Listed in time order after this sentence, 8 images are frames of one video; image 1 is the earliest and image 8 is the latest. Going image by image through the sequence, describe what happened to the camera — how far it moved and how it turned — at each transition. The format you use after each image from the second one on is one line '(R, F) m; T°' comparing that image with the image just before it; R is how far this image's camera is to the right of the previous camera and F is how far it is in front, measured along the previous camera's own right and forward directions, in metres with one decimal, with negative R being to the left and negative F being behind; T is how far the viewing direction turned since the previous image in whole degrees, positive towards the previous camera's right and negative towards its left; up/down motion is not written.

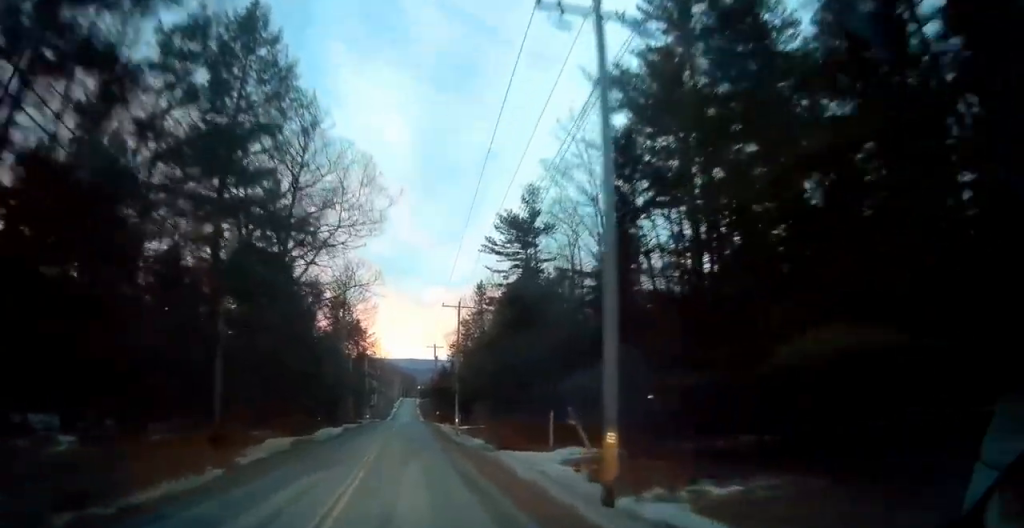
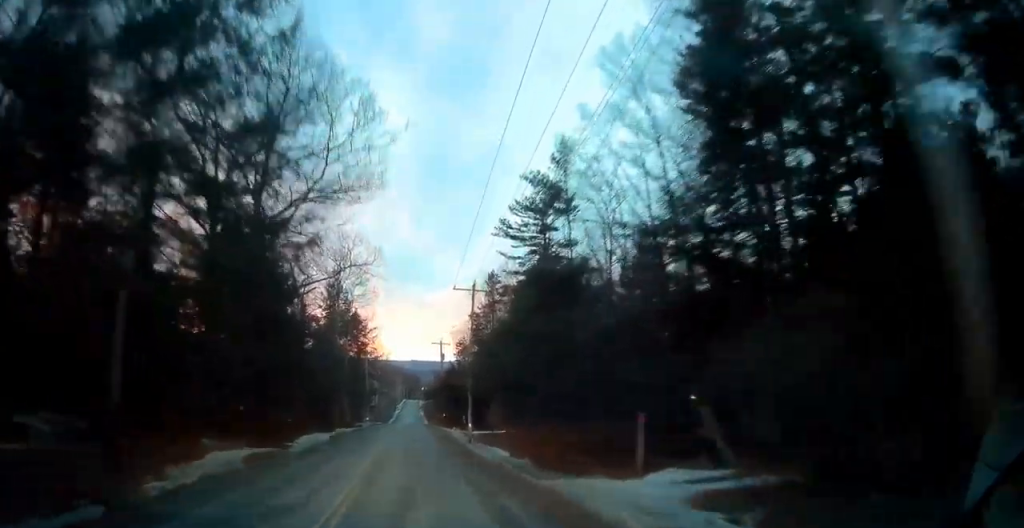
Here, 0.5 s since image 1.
(0.0, +8.5) m; -2°
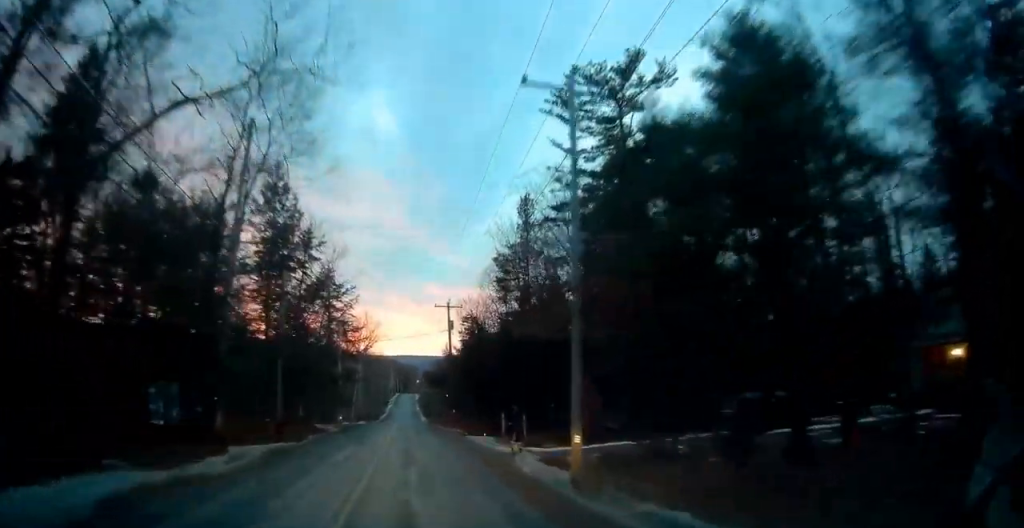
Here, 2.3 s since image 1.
(-0.2, +28.5) m; +2°
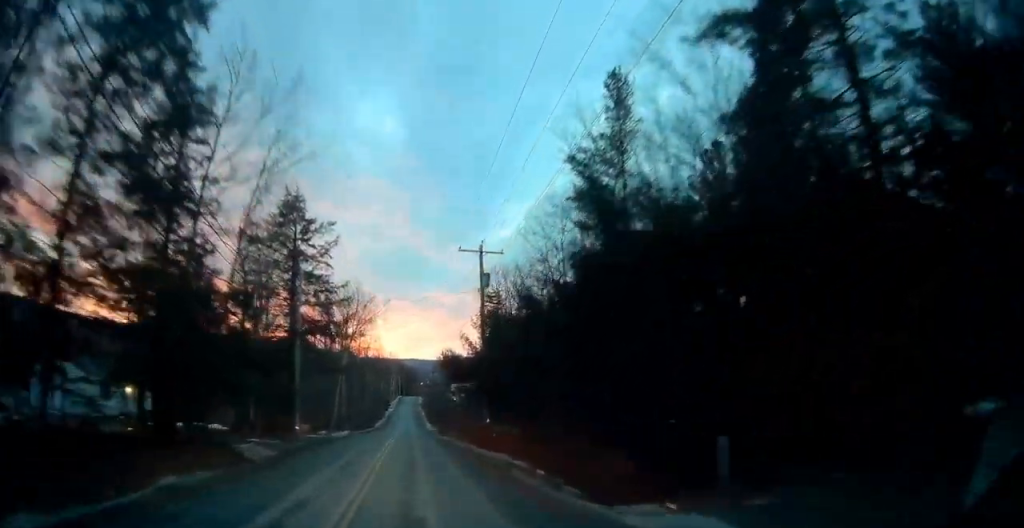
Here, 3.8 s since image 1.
(+0.4, +24.2) m; +1°
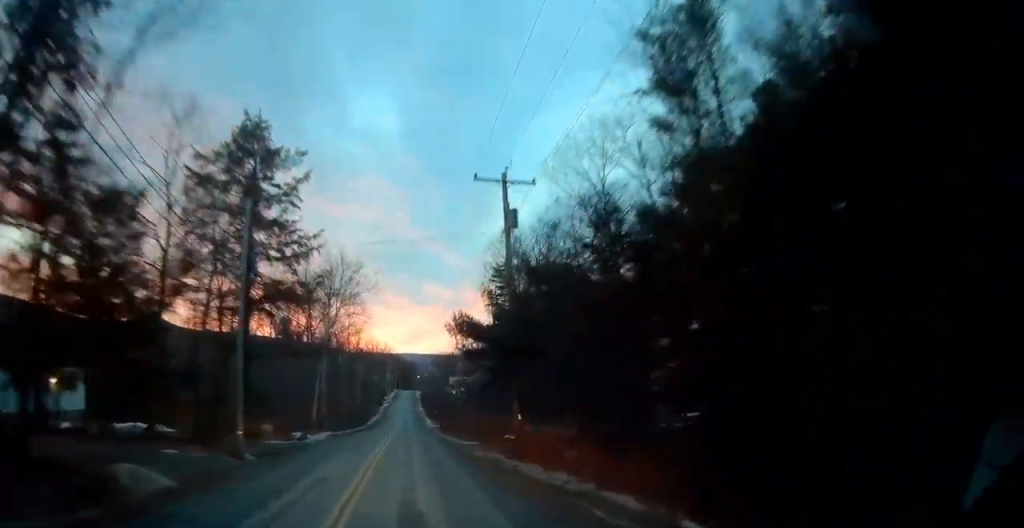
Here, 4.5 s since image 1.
(+0.1, +11.5) m; -1°
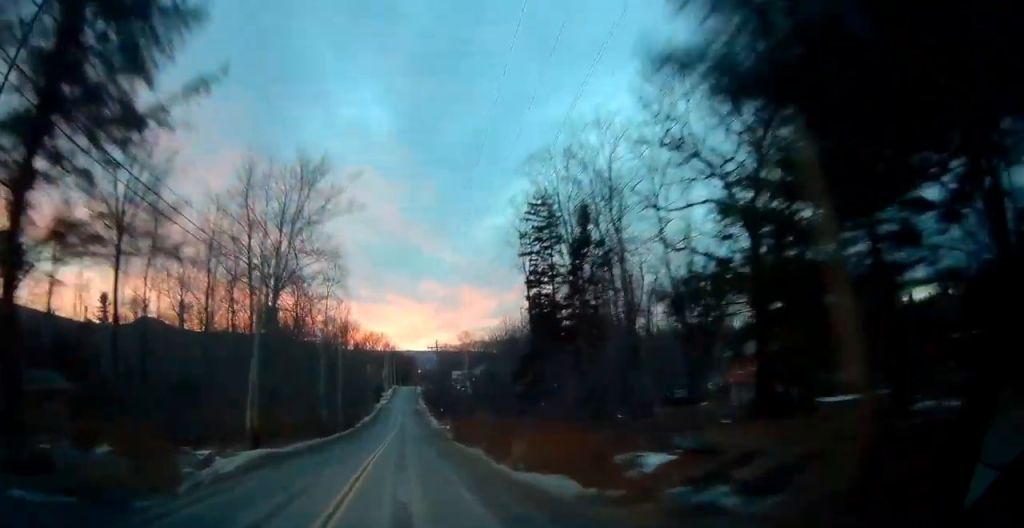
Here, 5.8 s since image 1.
(-0.3, +21.1) m; -1°
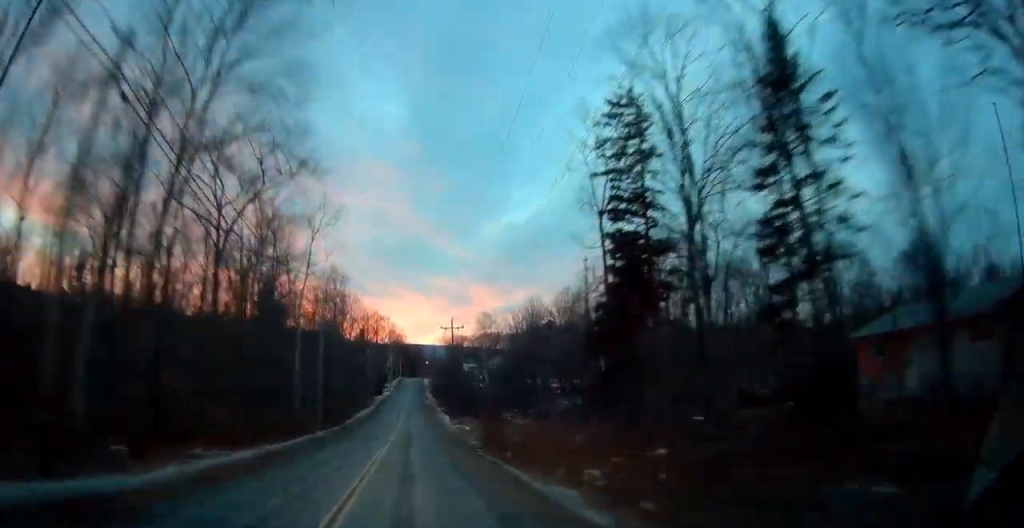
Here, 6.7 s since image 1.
(0.0, +16.9) m; 0°
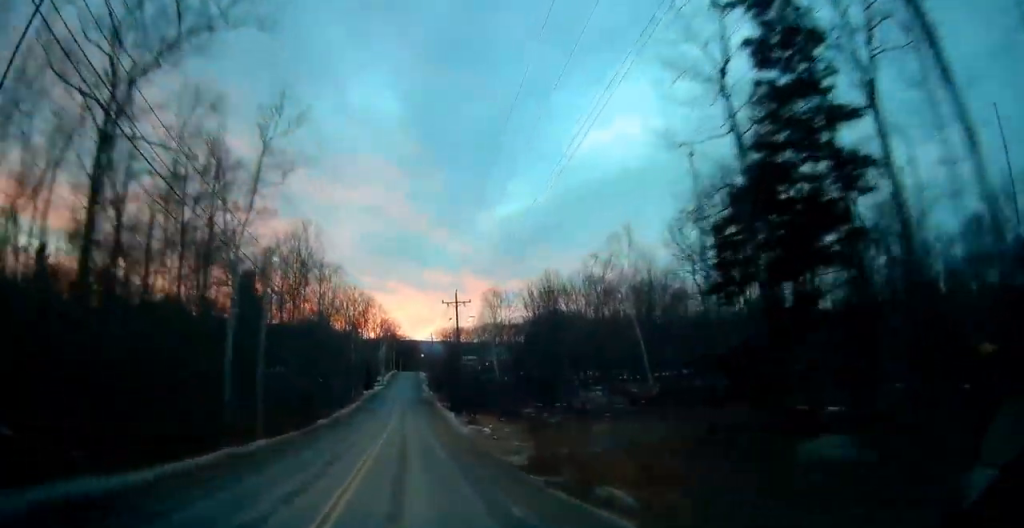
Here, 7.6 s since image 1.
(0.0, +15.3) m; 0°
